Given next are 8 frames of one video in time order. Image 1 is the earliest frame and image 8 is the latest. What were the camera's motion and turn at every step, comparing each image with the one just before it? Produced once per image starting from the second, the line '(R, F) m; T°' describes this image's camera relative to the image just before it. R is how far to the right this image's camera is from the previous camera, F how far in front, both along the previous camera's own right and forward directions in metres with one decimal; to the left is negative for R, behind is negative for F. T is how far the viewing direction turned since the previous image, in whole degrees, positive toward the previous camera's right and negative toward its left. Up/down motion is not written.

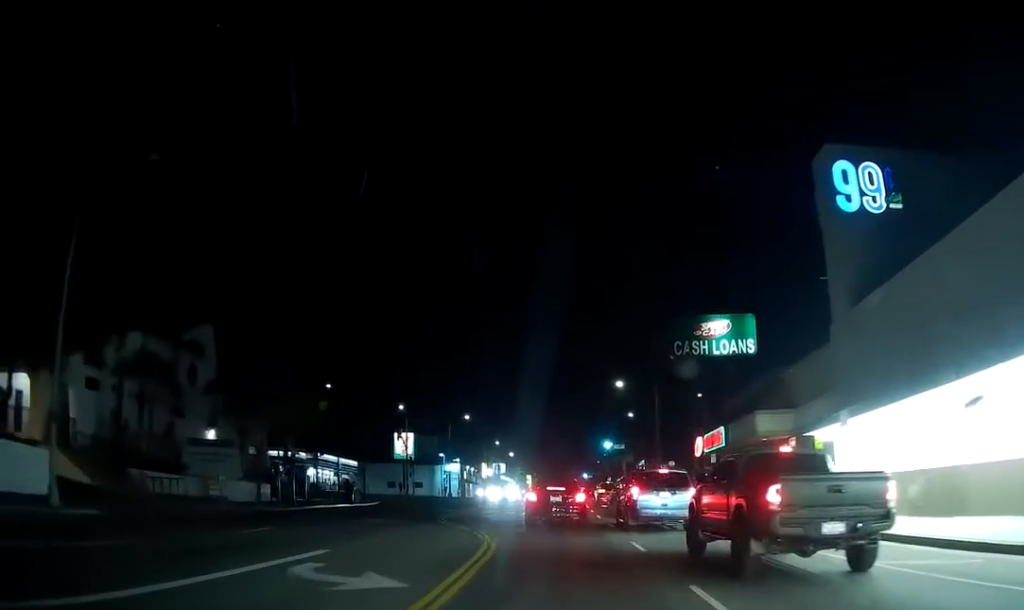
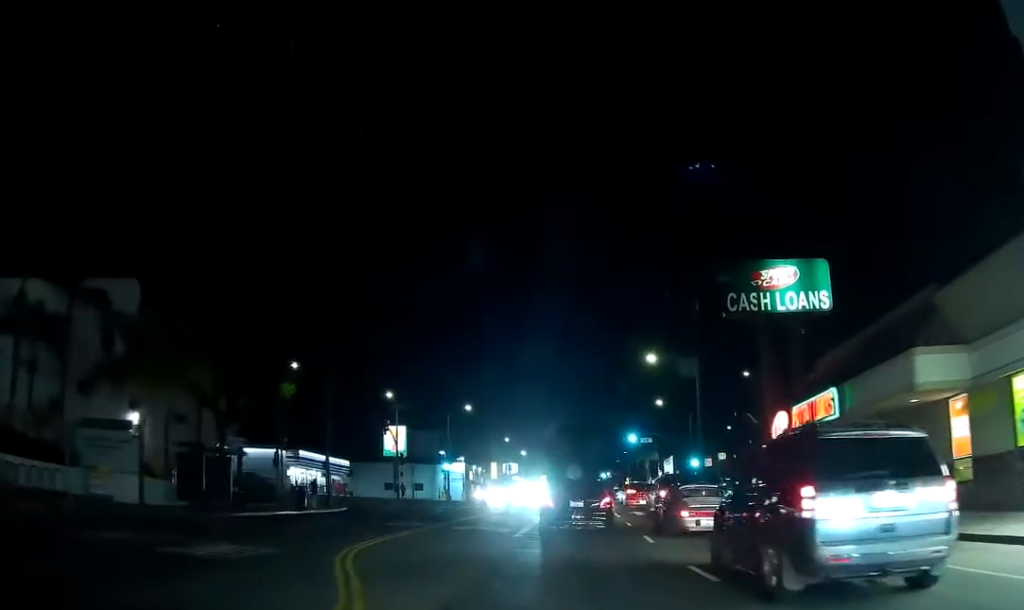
(0.0, +13.8) m; 0°
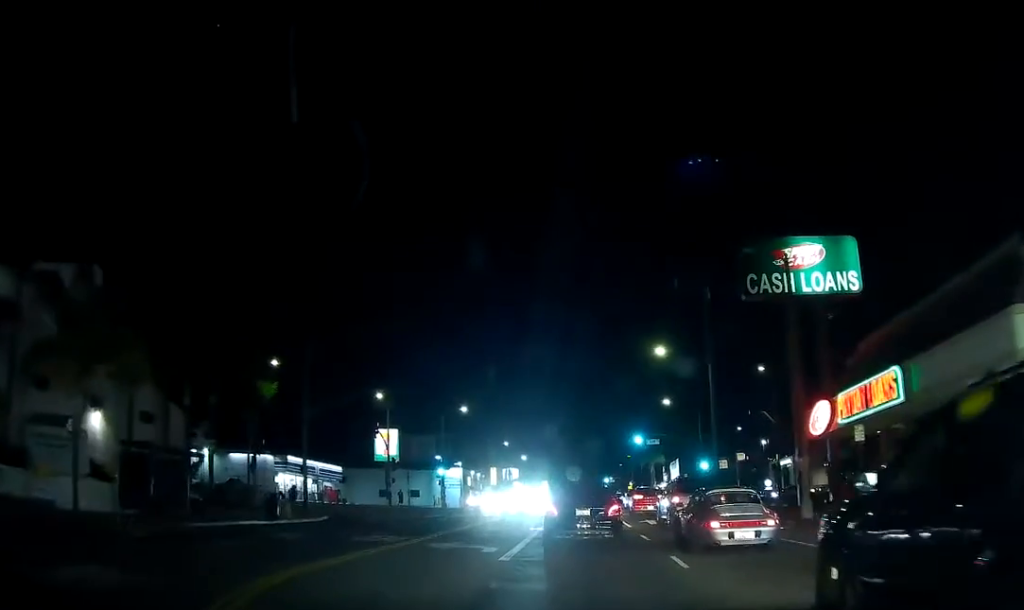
(0.0, +5.3) m; 0°
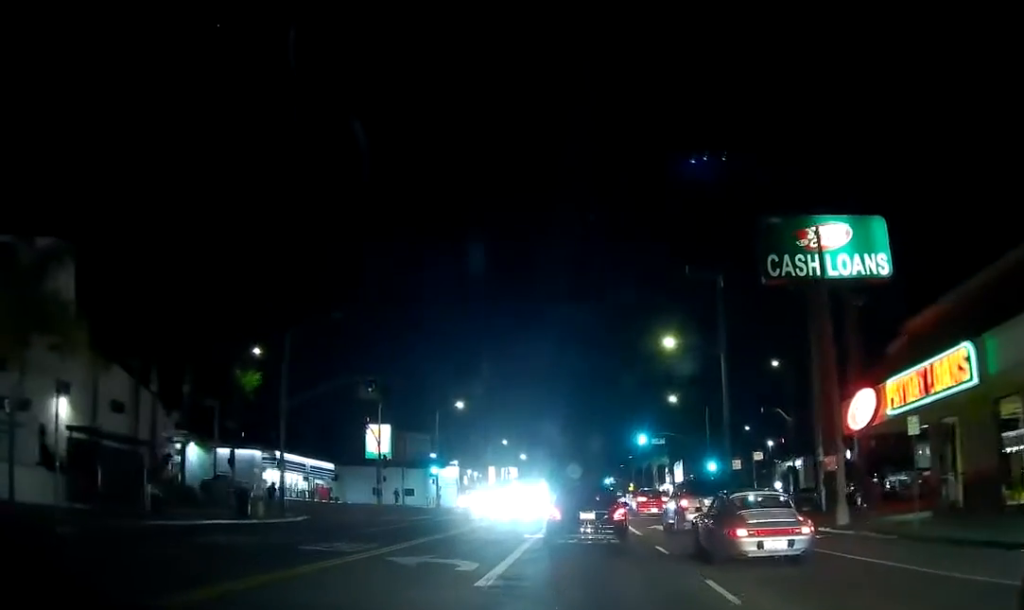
(0.0, +4.0) m; 0°
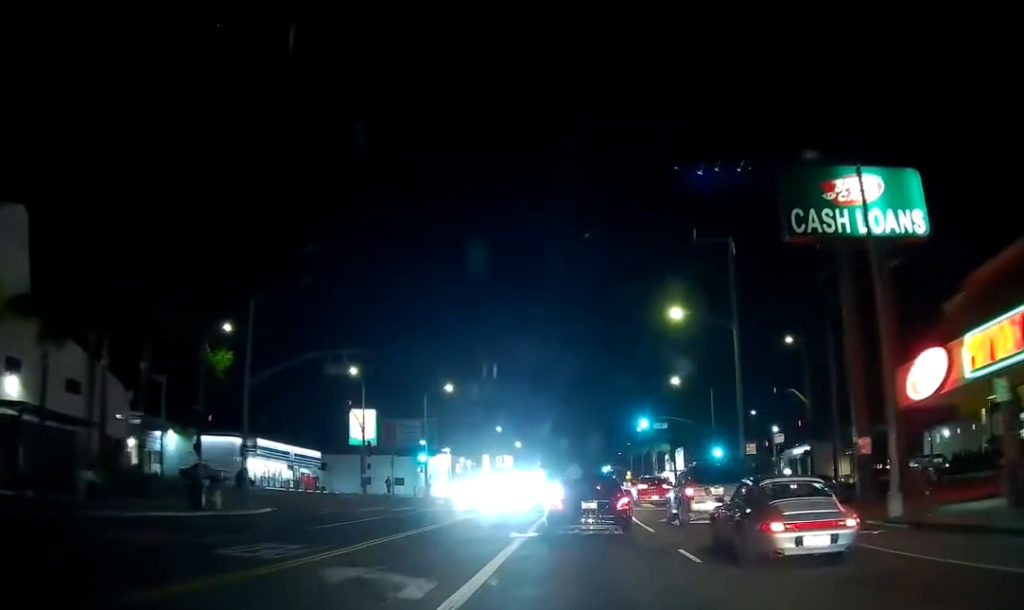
(0.0, +5.1) m; -2°
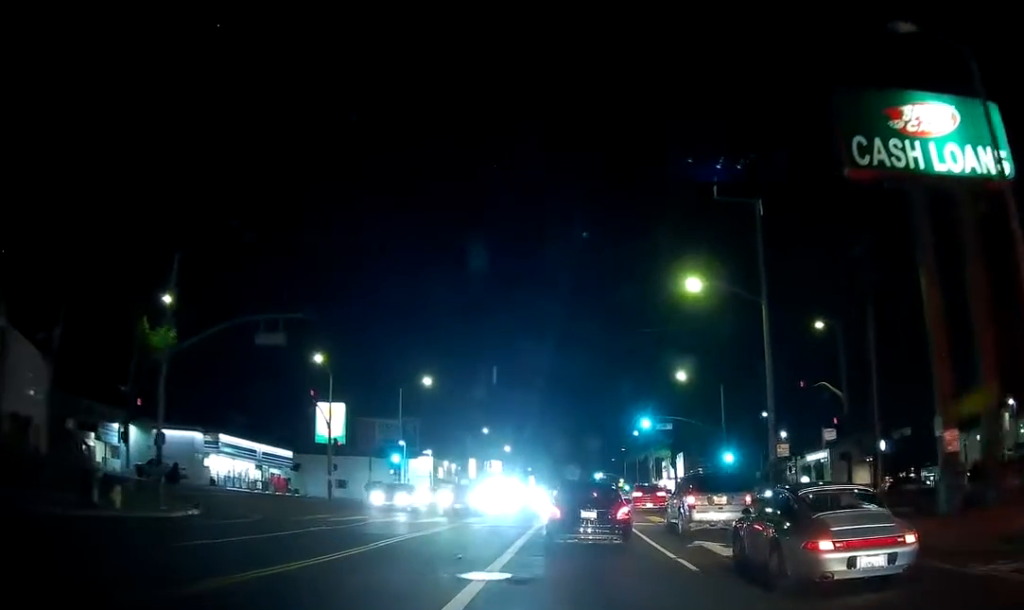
(-0.4, +8.1) m; -3°
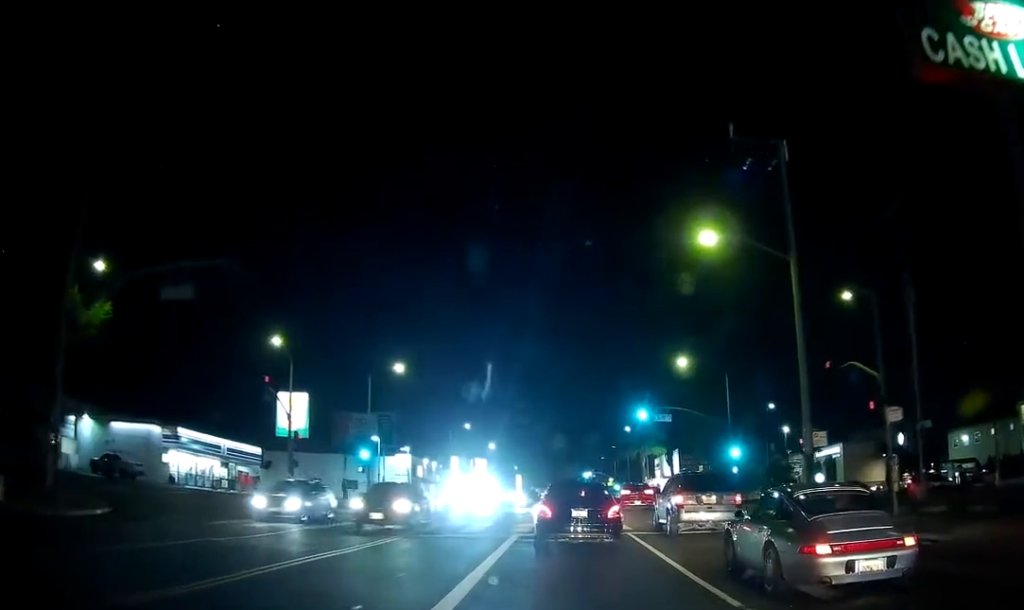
(+0.1, +6.3) m; +3°
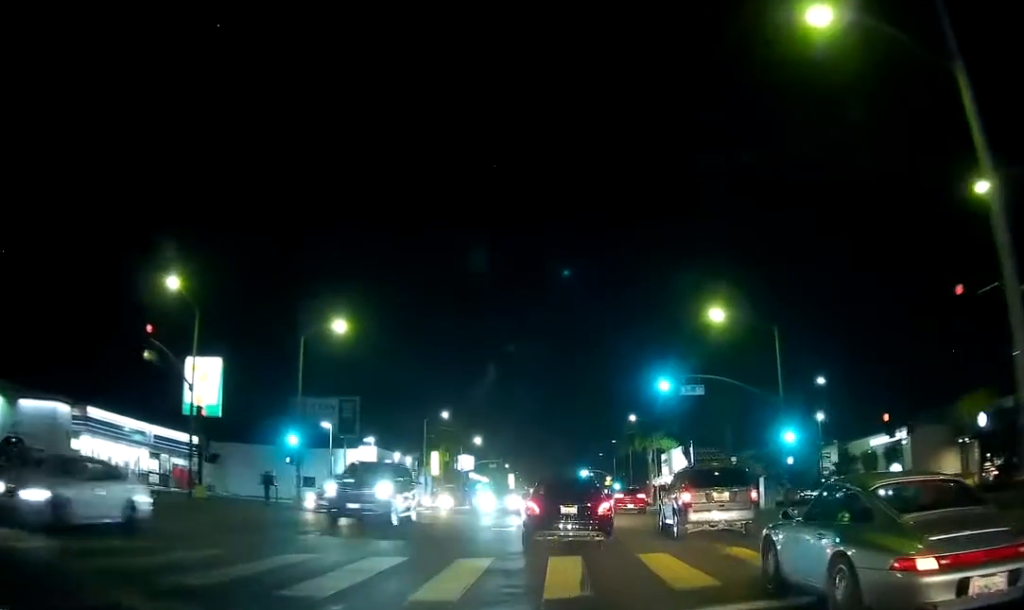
(+0.6, +11.8) m; +3°
